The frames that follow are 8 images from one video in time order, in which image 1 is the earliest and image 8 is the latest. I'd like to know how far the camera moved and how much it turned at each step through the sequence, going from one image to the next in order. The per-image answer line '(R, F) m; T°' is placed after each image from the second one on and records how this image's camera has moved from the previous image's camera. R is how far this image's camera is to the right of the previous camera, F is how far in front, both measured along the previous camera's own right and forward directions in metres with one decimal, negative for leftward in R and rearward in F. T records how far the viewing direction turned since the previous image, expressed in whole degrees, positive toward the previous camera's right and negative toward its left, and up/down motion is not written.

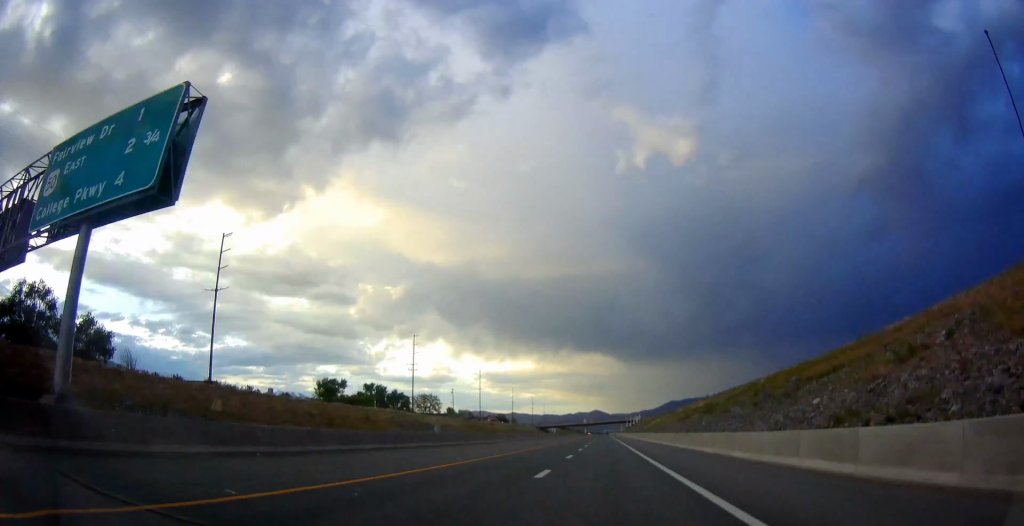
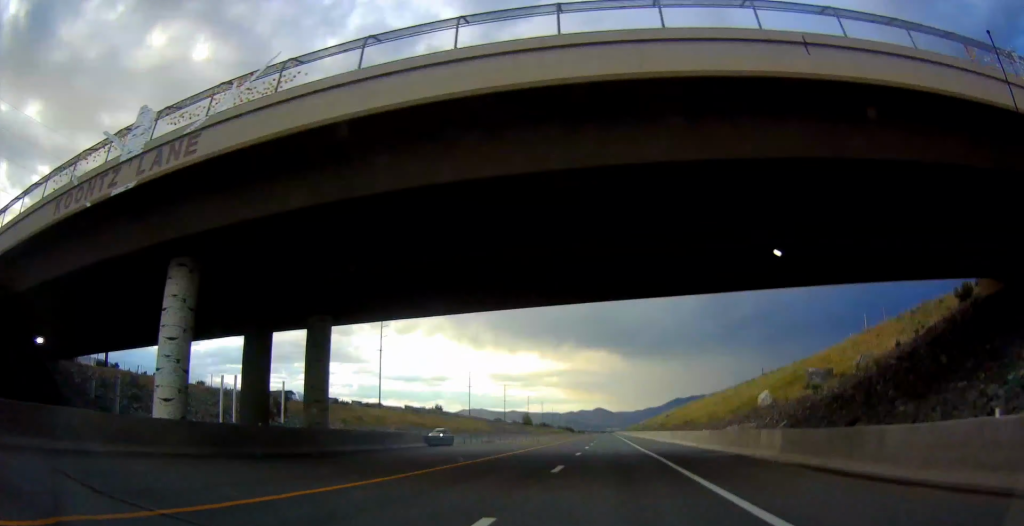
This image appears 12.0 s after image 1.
(0.0, +496.2) m; 0°
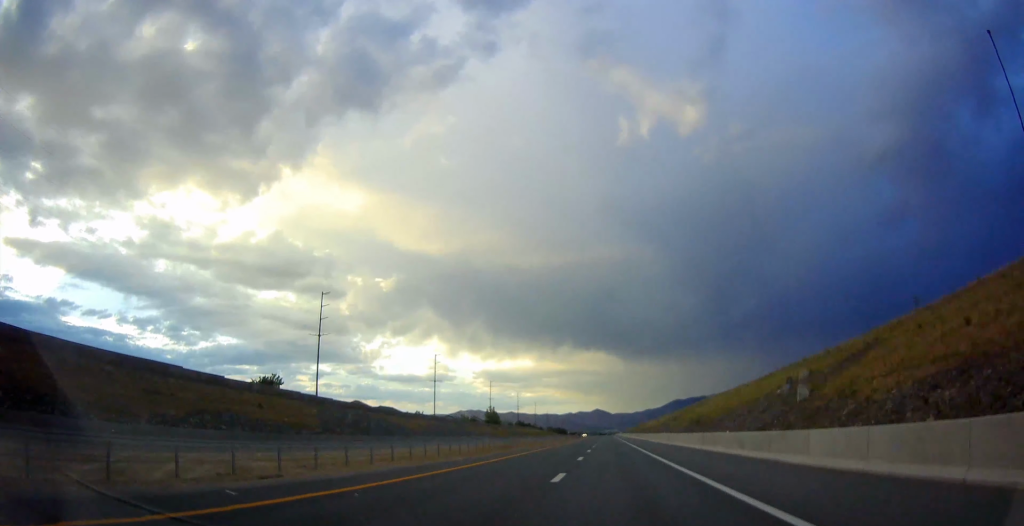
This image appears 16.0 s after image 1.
(0.0, +171.2) m; 0°
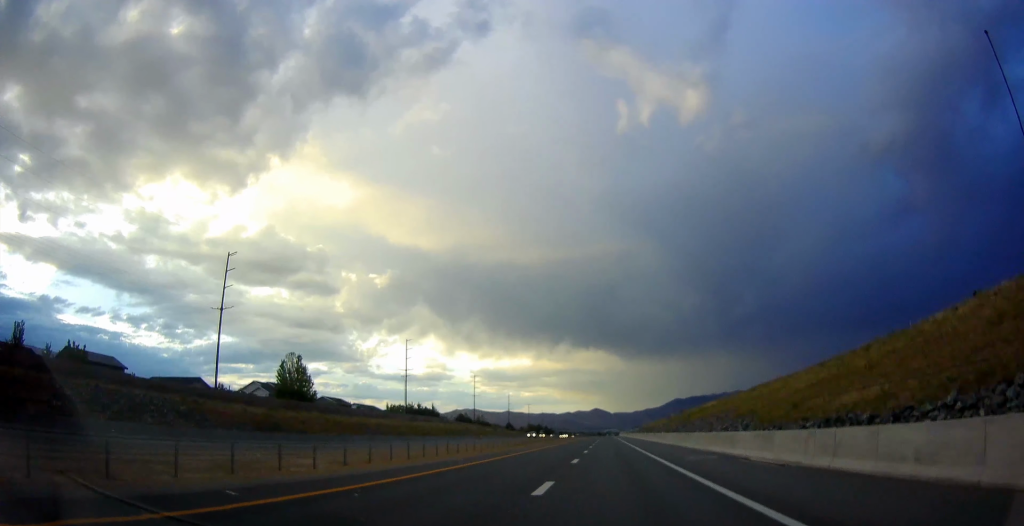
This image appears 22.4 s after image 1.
(+0.1, +234.4) m; 0°
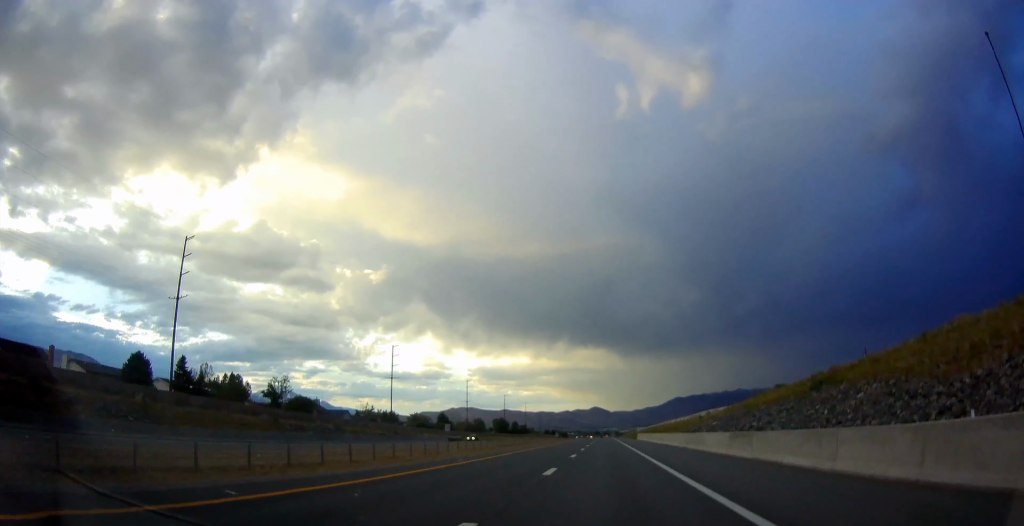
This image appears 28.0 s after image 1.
(-0.1, +115.5) m; 0°
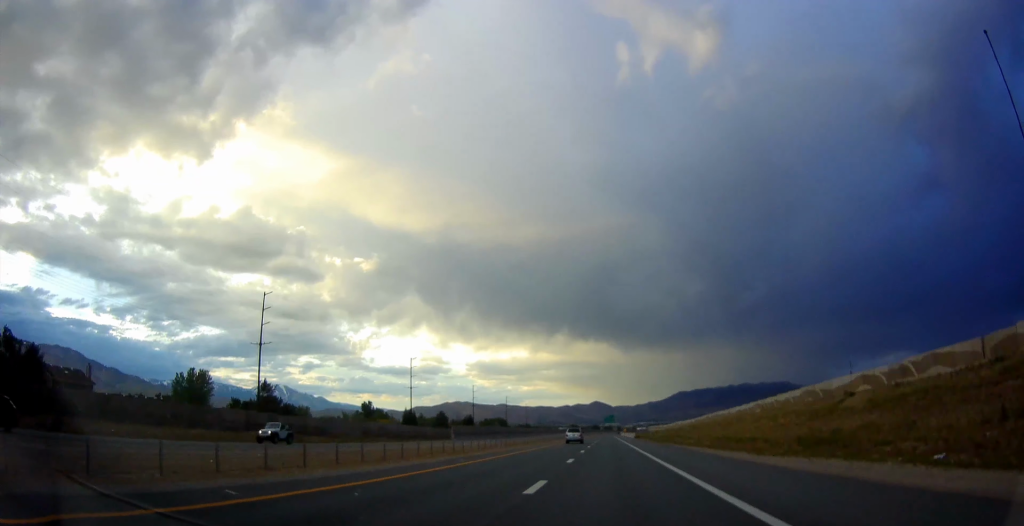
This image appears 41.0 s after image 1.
(+0.9, +295.2) m; +1°
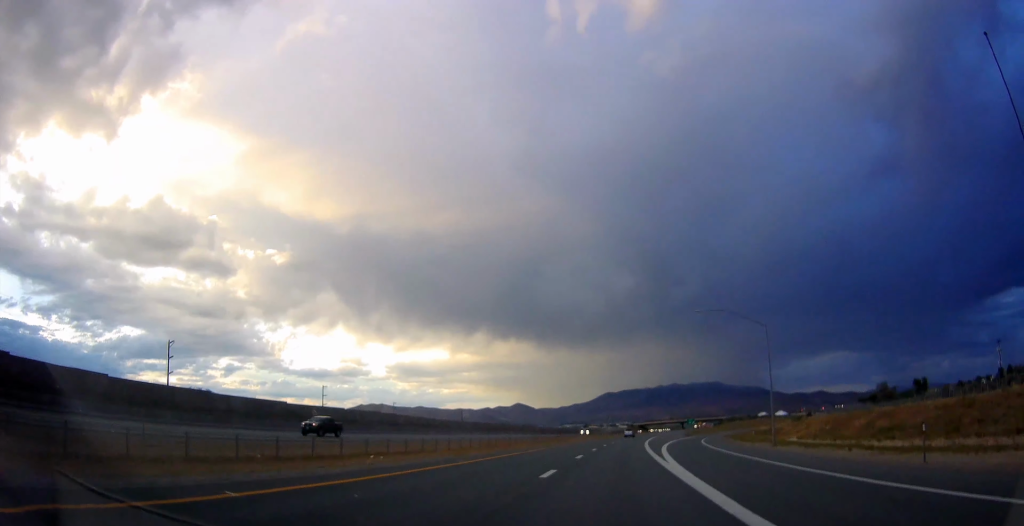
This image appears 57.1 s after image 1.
(+30.1, +428.0) m; +11°
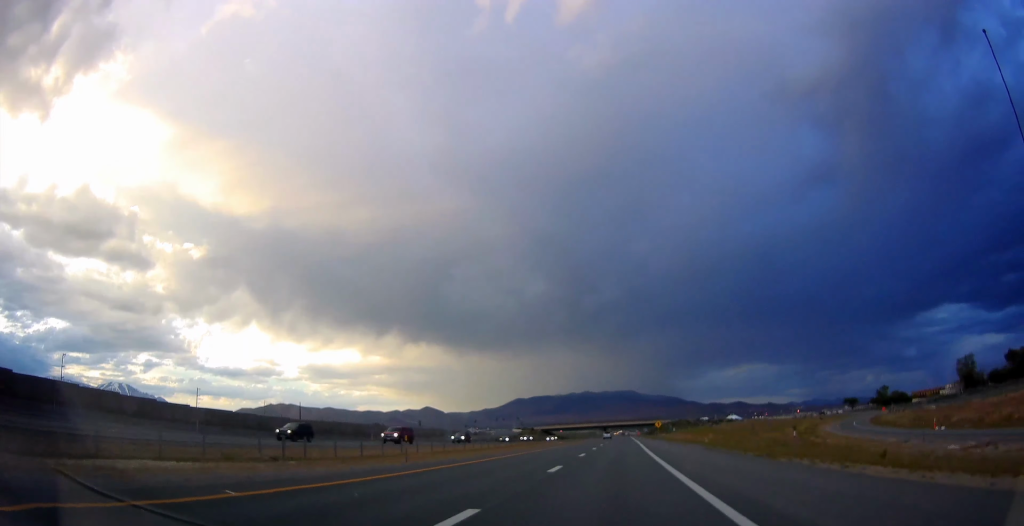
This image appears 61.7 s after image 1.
(+7.8, +133.7) m; +4°
